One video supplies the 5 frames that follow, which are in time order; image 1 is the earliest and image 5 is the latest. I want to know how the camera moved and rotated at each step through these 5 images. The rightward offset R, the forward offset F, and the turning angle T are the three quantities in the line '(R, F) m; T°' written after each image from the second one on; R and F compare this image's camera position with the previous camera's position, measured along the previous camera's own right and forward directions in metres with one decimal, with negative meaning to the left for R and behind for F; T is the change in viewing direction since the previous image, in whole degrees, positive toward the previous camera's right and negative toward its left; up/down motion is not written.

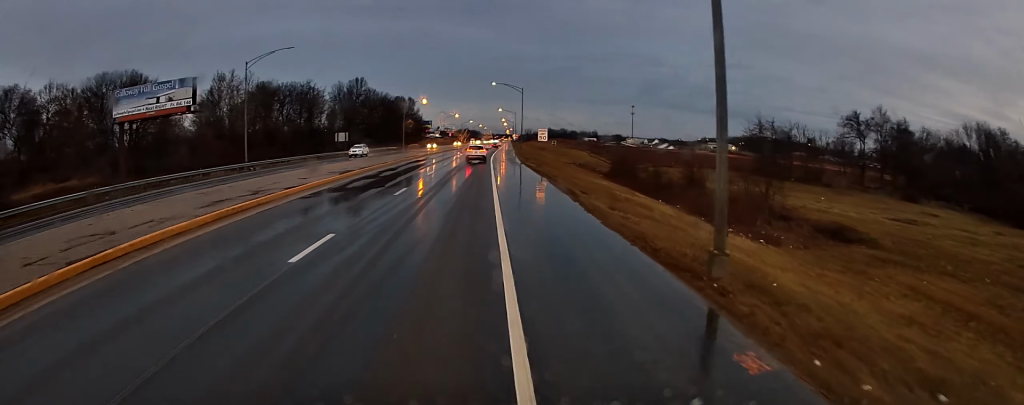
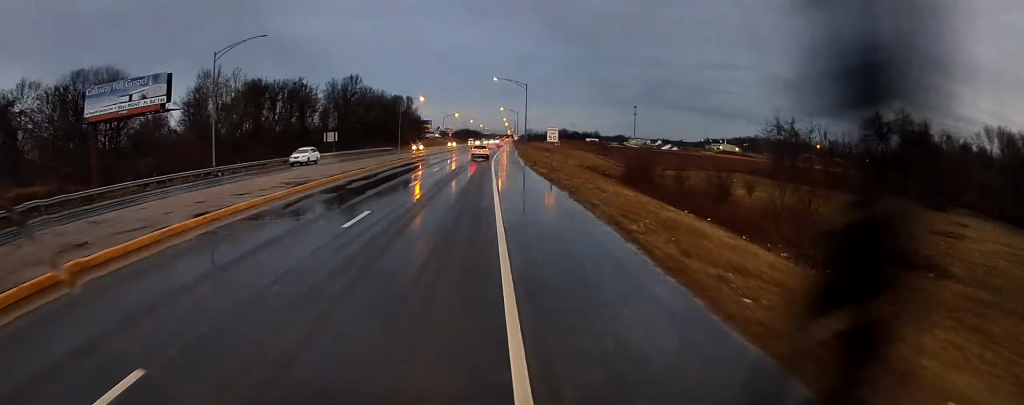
(0.0, +9.1) m; 0°
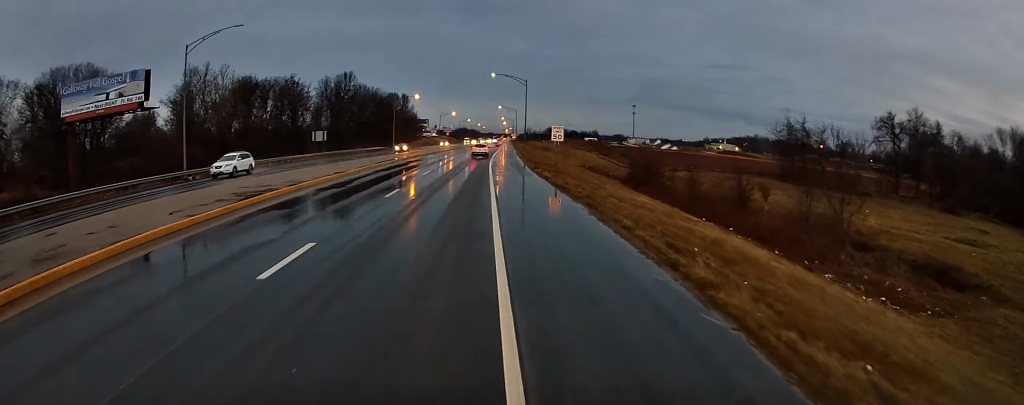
(0.0, +5.8) m; 0°
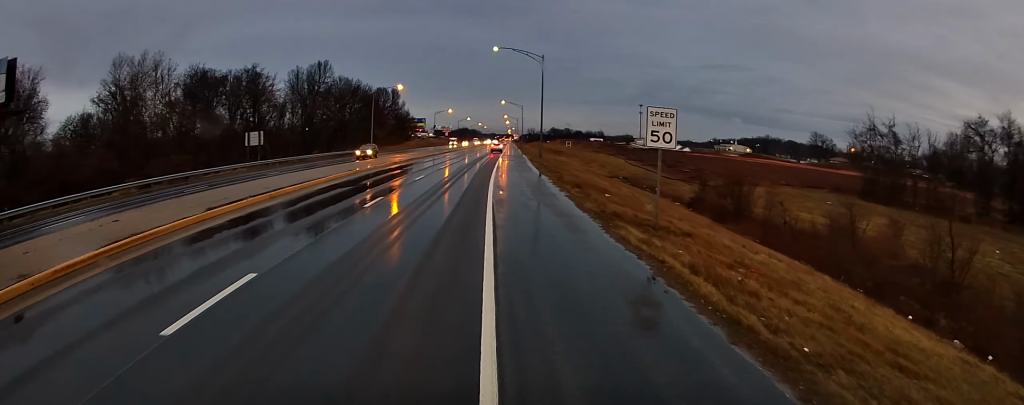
(0.0, +29.4) m; 0°
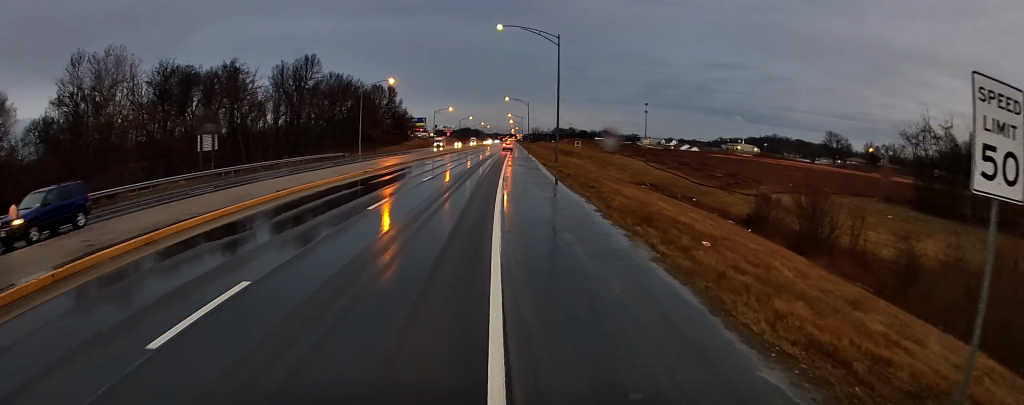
(0.0, +14.0) m; 0°
